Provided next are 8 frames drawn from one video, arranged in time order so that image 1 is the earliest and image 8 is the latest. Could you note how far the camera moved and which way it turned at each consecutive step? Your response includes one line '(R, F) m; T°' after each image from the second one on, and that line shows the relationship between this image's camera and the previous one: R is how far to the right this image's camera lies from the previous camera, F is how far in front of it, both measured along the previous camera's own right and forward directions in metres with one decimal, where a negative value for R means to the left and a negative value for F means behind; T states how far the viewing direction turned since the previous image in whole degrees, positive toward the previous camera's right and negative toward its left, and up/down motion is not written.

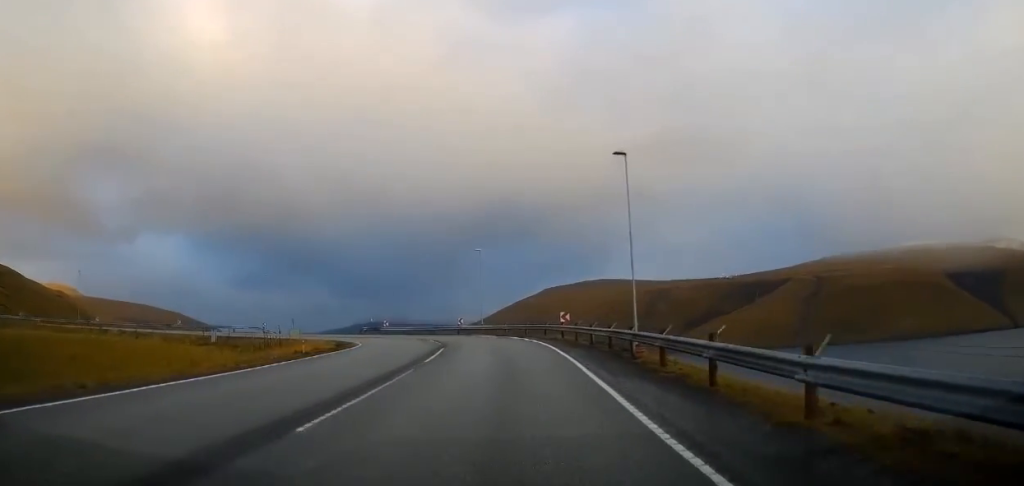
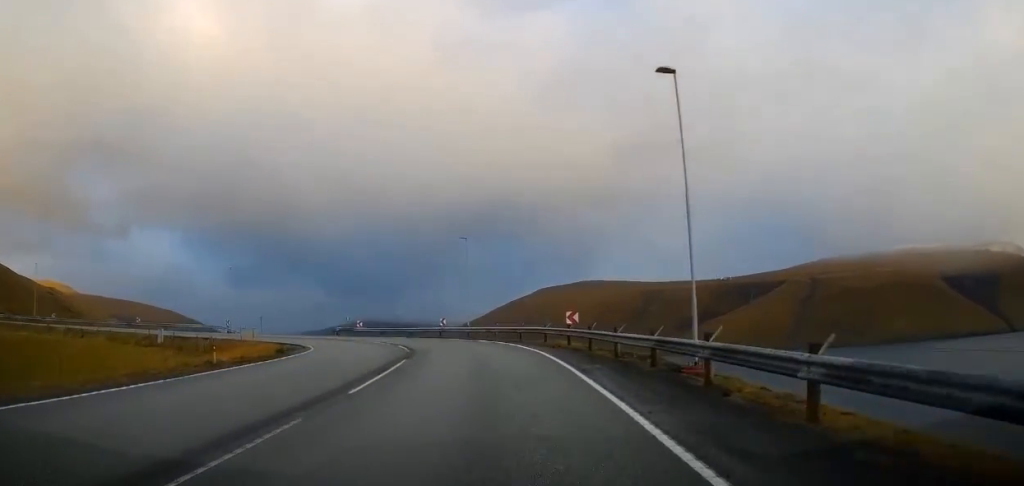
(+0.1, +8.3) m; +1°
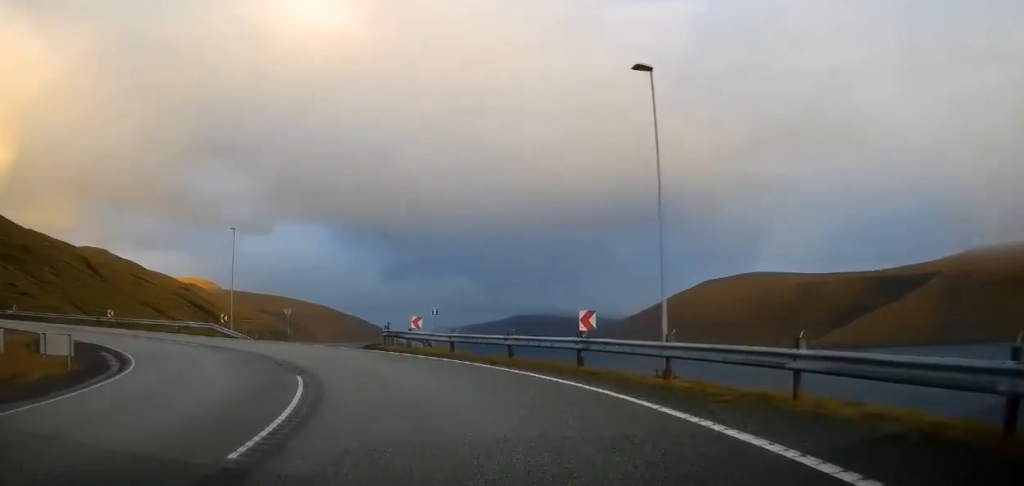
(-1.2, +30.7) m; -10°
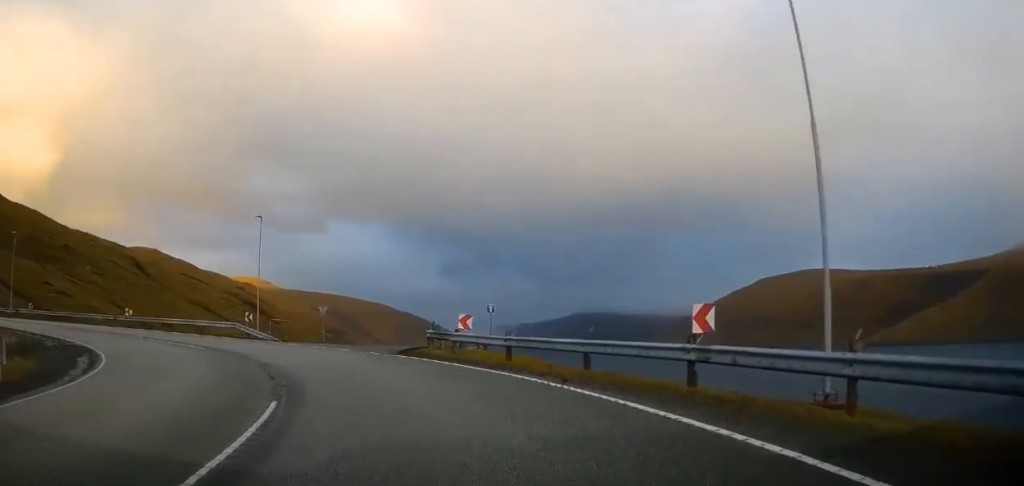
(-0.2, +5.4) m; -4°
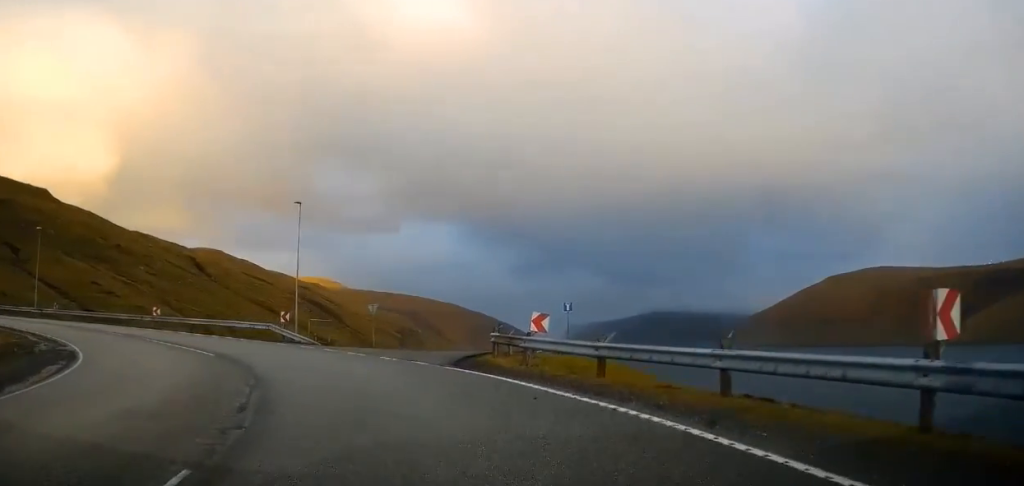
(-0.2, +5.4) m; -6°
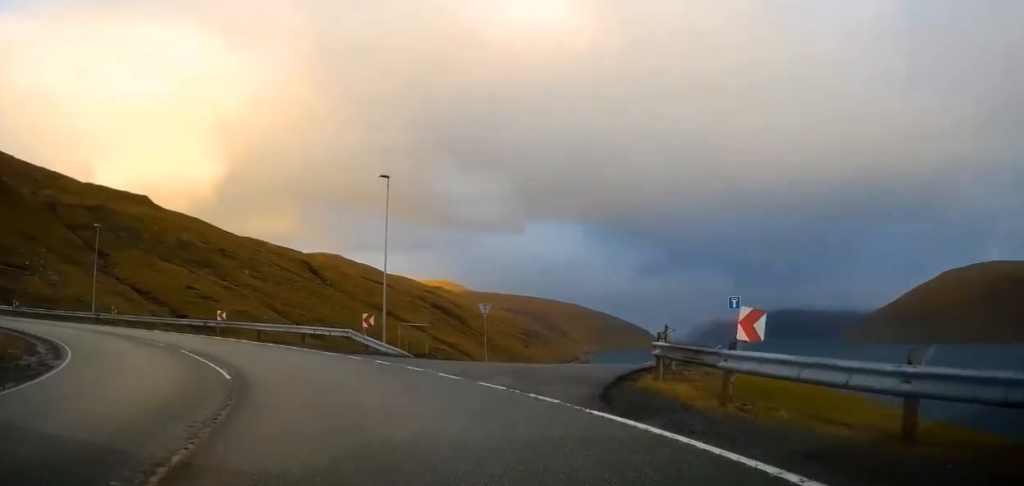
(-0.4, +7.8) m; -11°
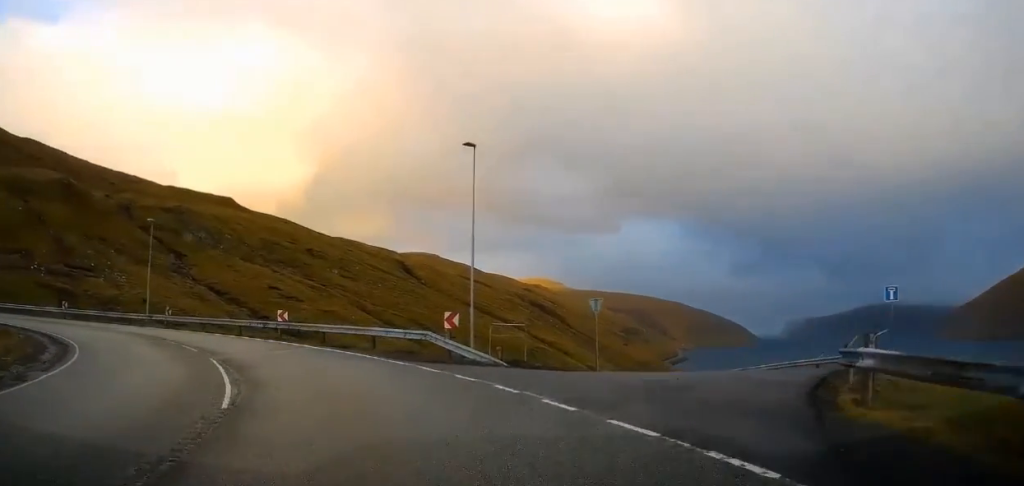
(-0.7, +5.1) m; -10°
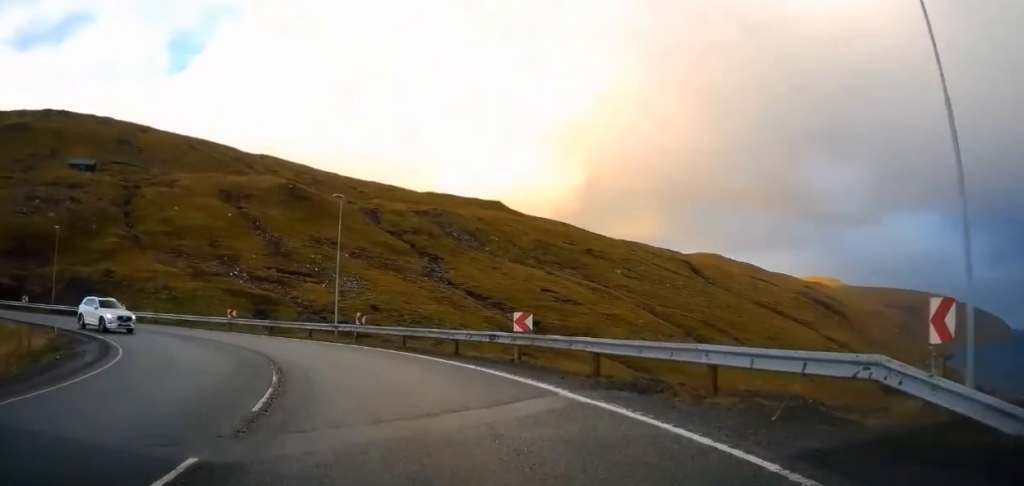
(-3.2, +13.4) m; -29°
